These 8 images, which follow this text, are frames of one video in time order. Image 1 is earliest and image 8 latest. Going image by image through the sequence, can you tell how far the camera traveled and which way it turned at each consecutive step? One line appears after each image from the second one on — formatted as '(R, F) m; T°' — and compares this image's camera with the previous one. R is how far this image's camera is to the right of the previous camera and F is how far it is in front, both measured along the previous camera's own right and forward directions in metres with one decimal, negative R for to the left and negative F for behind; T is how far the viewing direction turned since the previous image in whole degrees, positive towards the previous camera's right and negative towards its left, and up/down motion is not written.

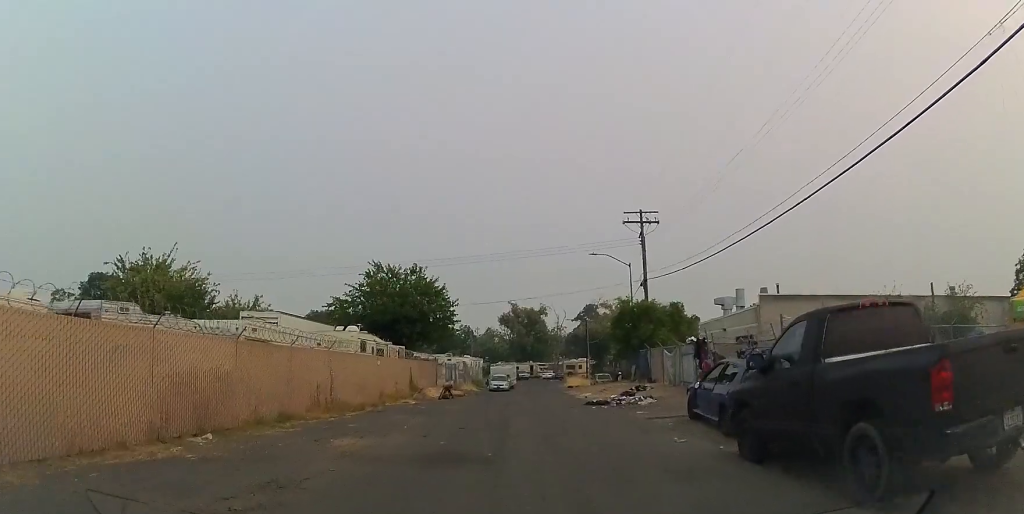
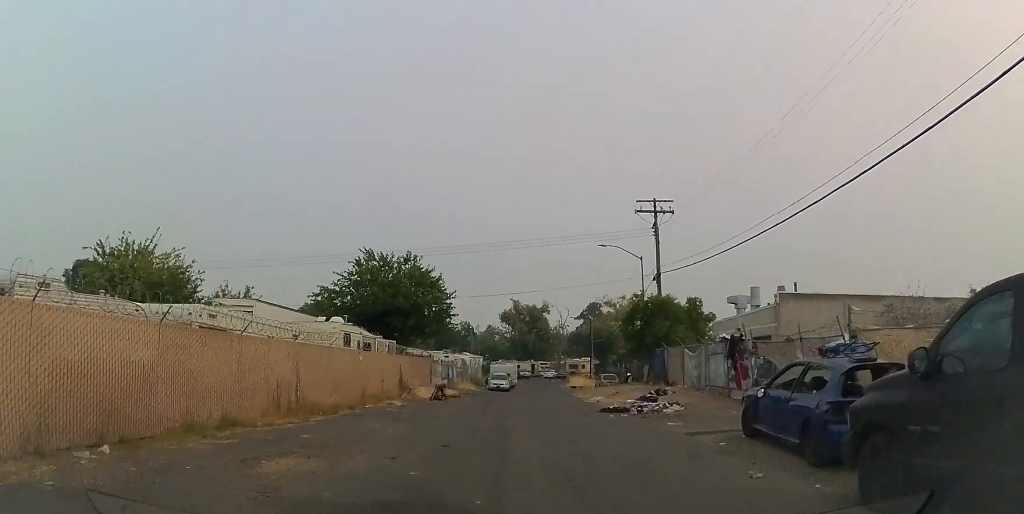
(+0.1, +3.1) m; -4°
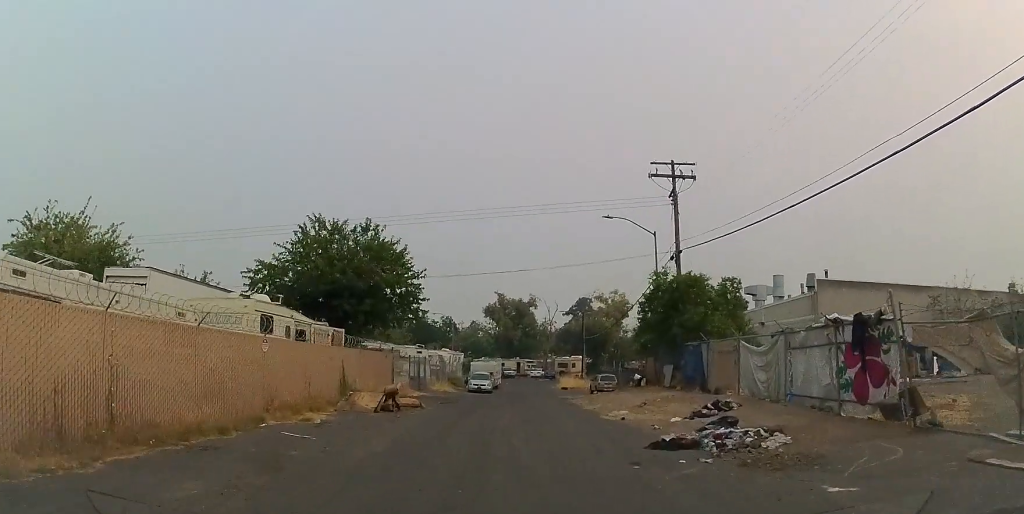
(-0.2, +7.2) m; +3°
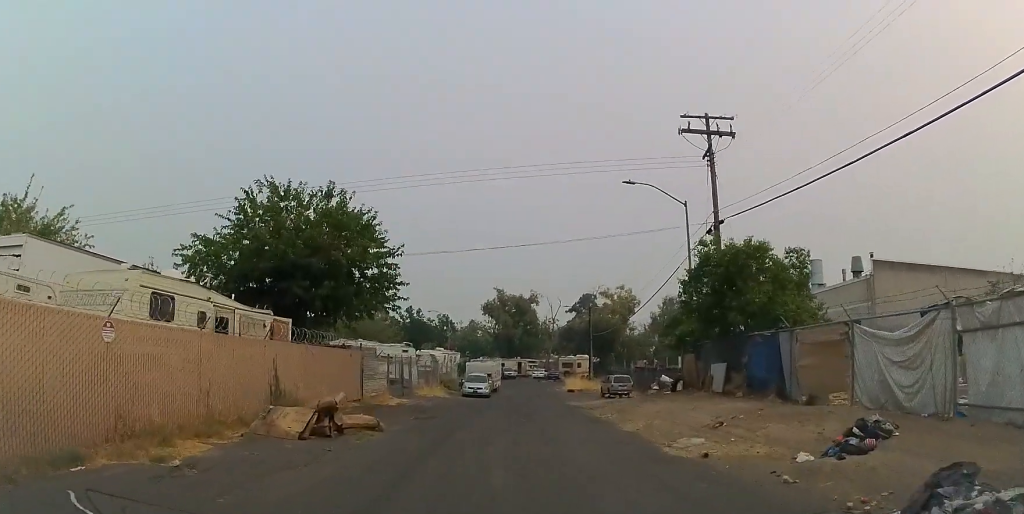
(+0.3, +6.2) m; +2°
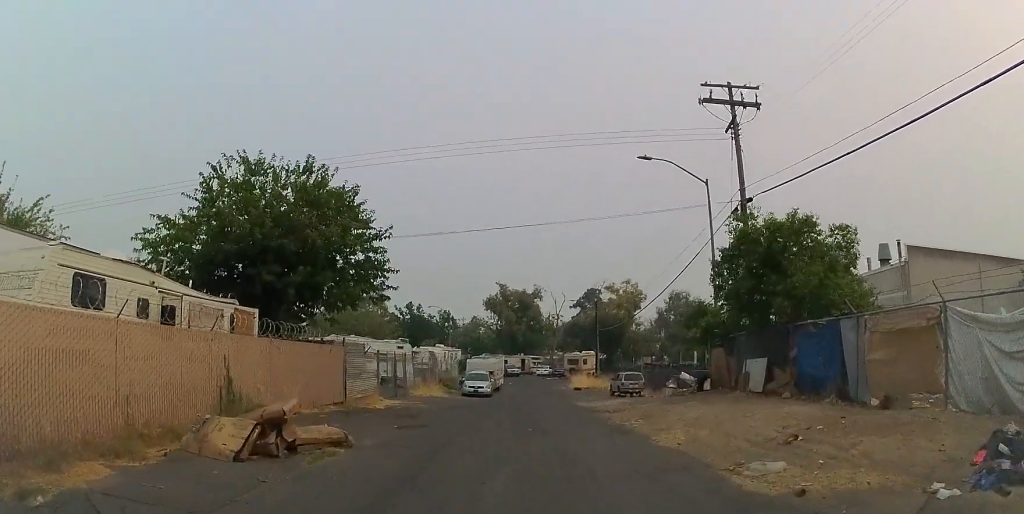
(0.0, +2.9) m; 0°
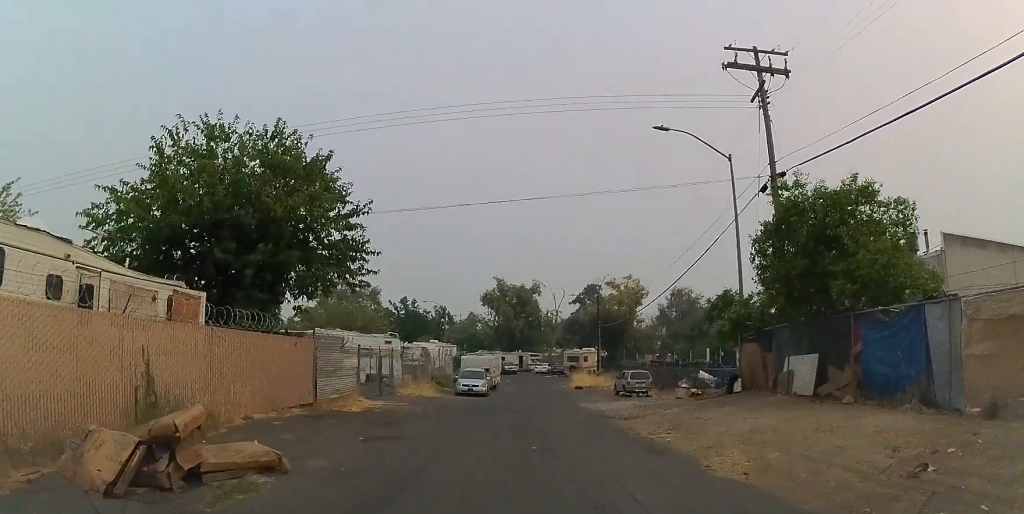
(0.0, +3.0) m; 0°
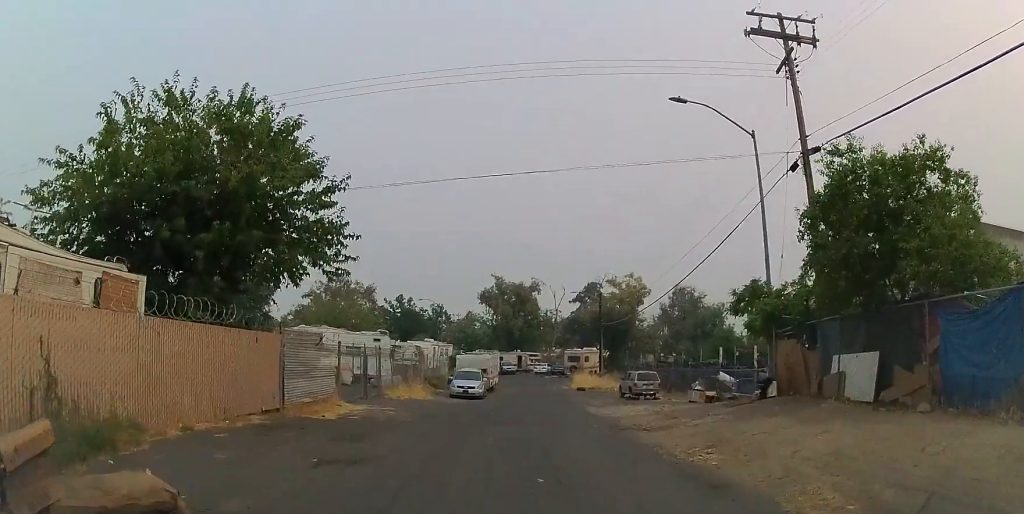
(0.0, +2.6) m; 0°
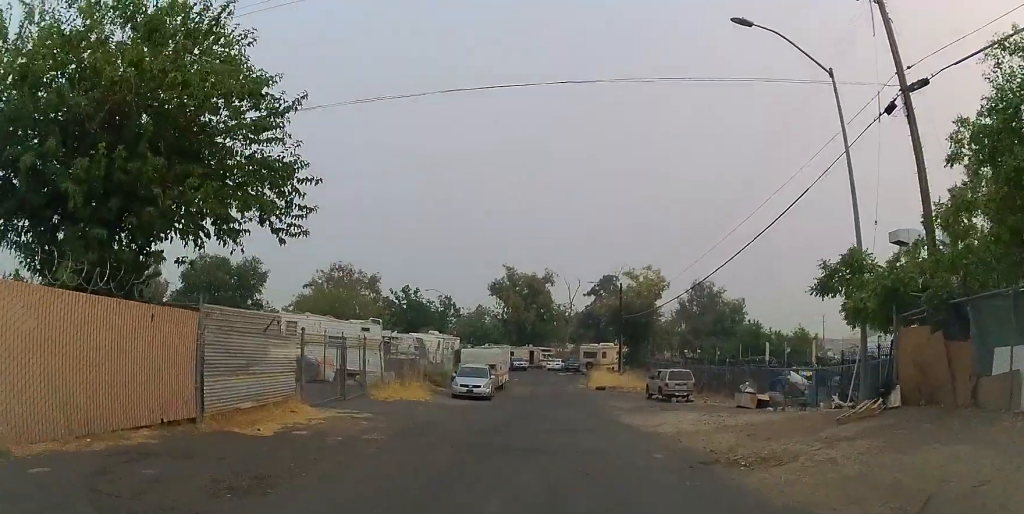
(0.0, +5.0) m; 0°
